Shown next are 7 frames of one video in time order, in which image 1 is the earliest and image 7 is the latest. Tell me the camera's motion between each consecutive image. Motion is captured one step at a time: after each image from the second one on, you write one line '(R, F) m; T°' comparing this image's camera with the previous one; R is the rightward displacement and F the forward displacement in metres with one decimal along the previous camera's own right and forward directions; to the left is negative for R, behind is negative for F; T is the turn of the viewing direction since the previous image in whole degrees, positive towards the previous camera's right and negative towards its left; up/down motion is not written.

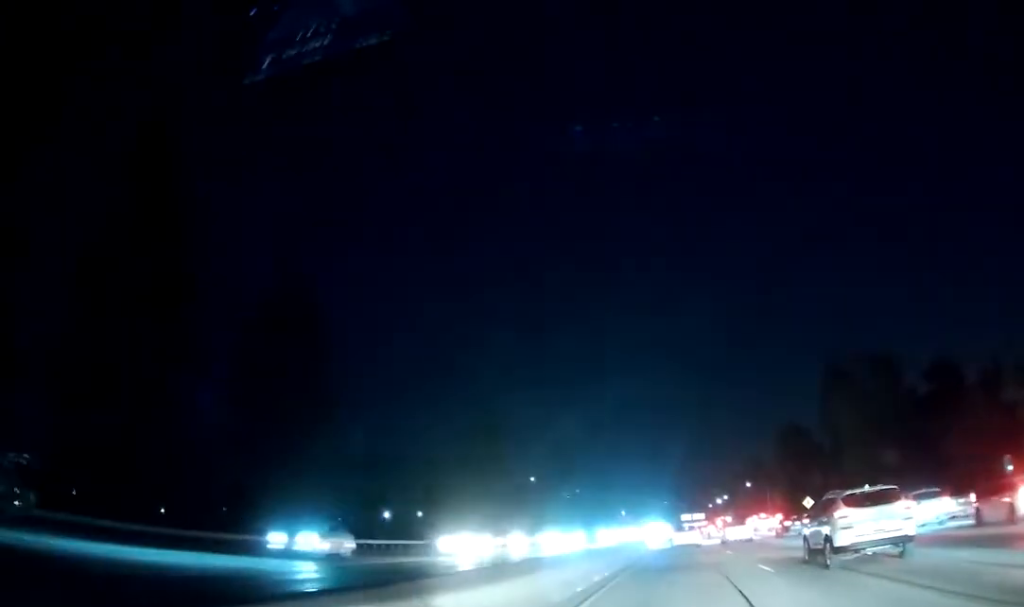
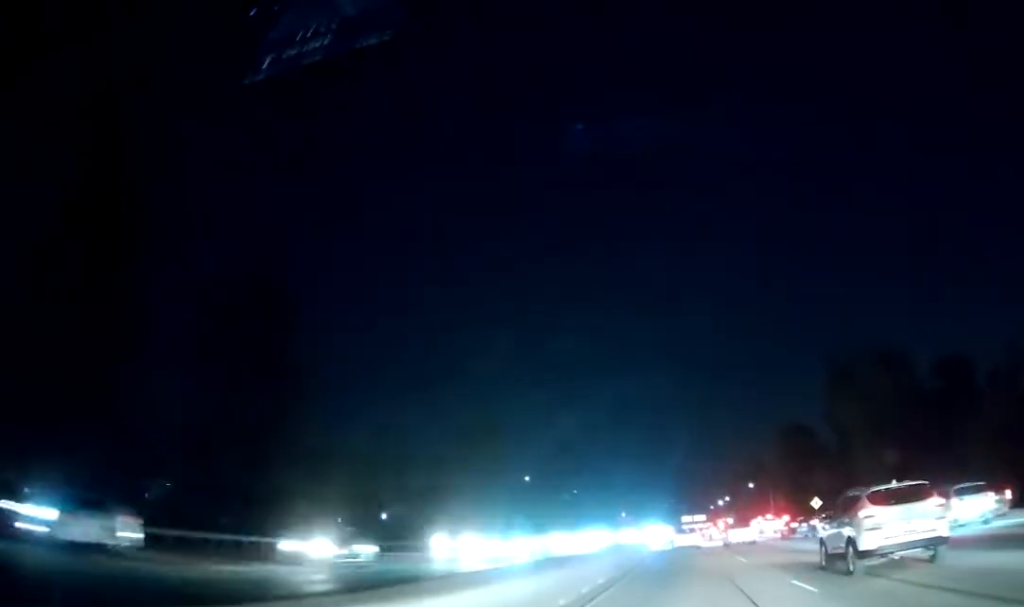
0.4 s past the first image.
(-0.1, +5.5) m; 0°
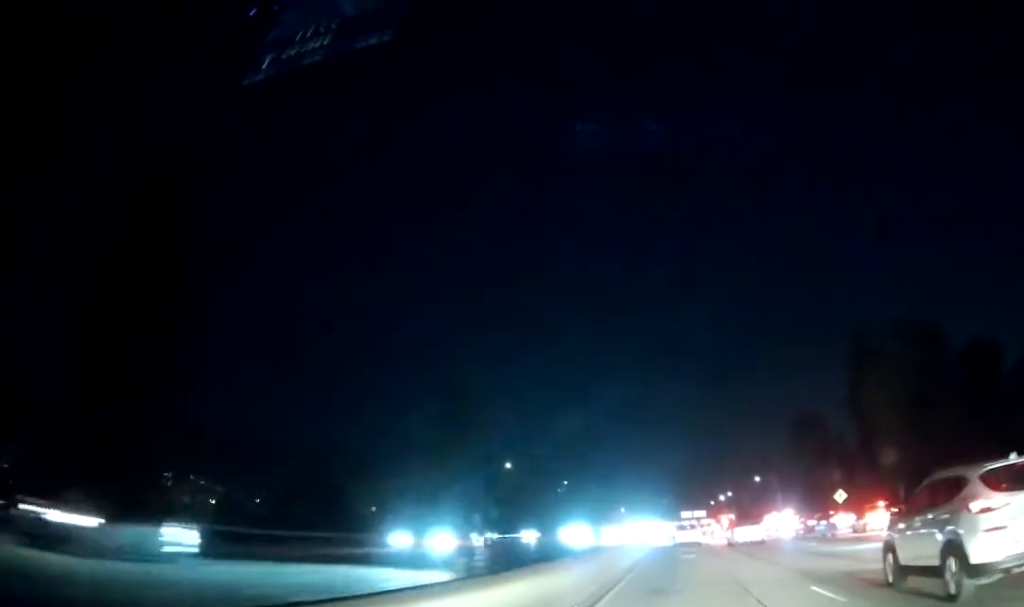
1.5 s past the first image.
(-0.1, +15.4) m; +2°
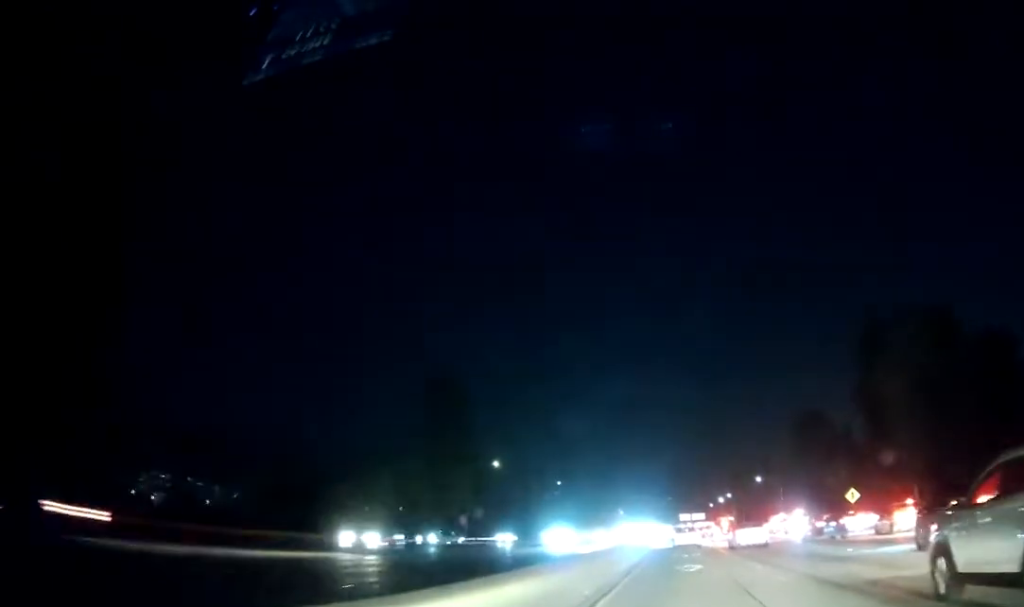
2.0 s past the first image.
(+0.2, +7.2) m; +1°
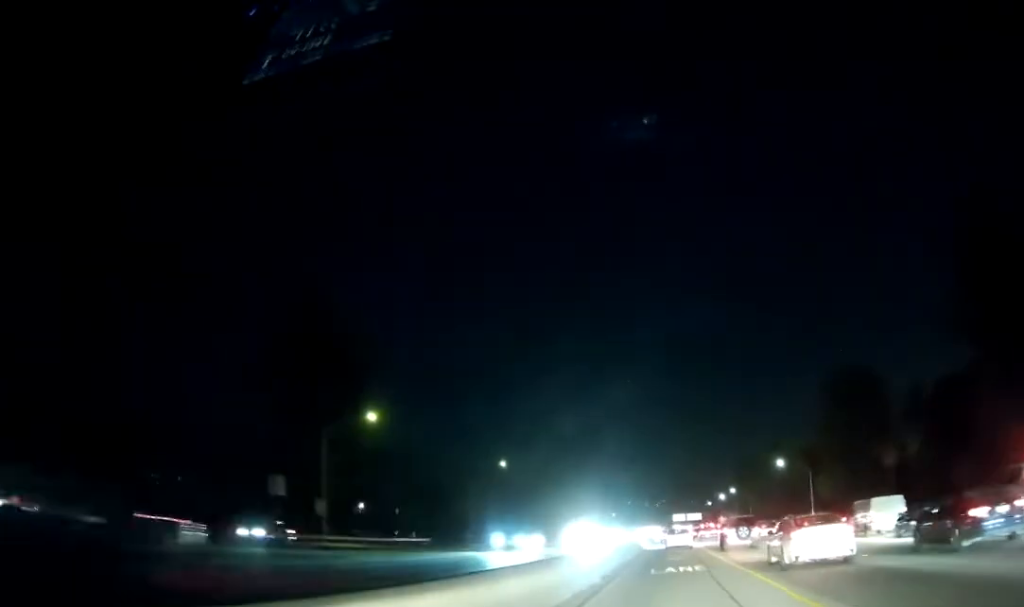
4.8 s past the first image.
(+0.6, +42.9) m; 0°
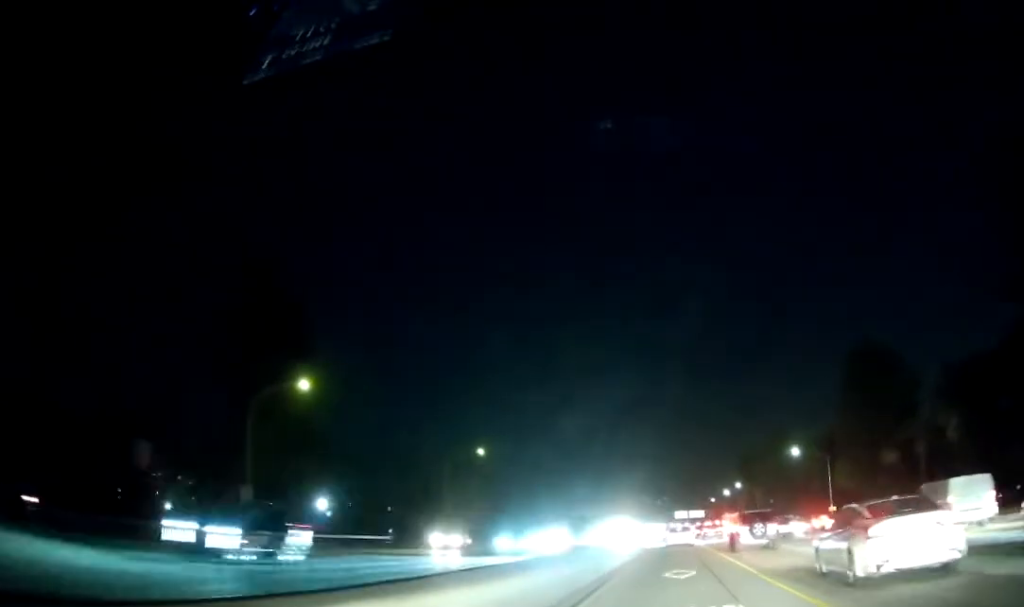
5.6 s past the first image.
(0.0, +14.1) m; -1°
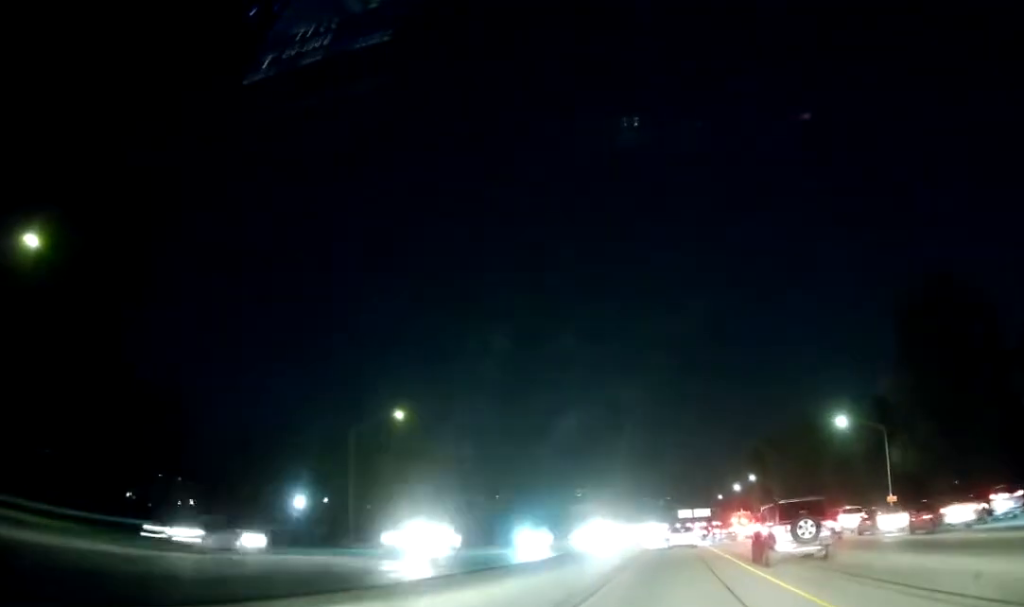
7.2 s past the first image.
(0.0, +31.2) m; 0°
